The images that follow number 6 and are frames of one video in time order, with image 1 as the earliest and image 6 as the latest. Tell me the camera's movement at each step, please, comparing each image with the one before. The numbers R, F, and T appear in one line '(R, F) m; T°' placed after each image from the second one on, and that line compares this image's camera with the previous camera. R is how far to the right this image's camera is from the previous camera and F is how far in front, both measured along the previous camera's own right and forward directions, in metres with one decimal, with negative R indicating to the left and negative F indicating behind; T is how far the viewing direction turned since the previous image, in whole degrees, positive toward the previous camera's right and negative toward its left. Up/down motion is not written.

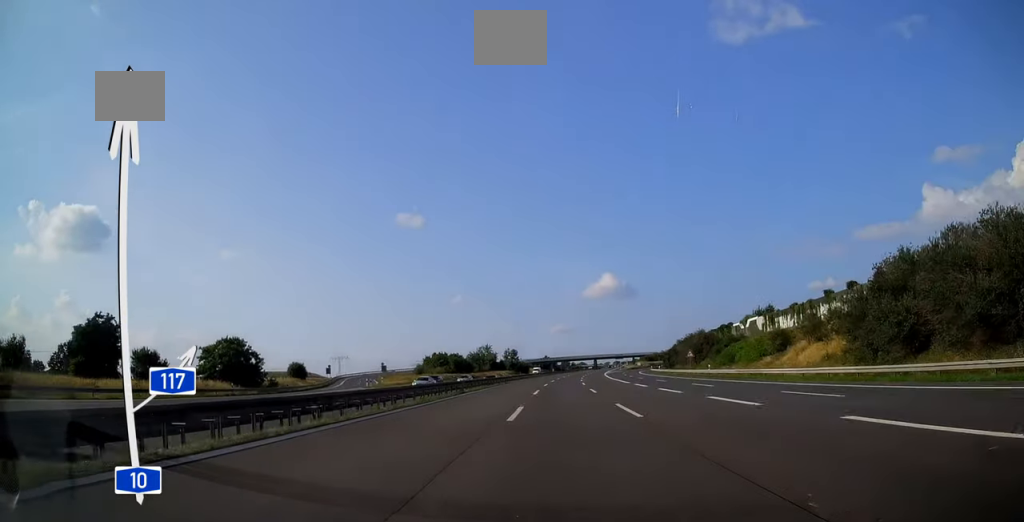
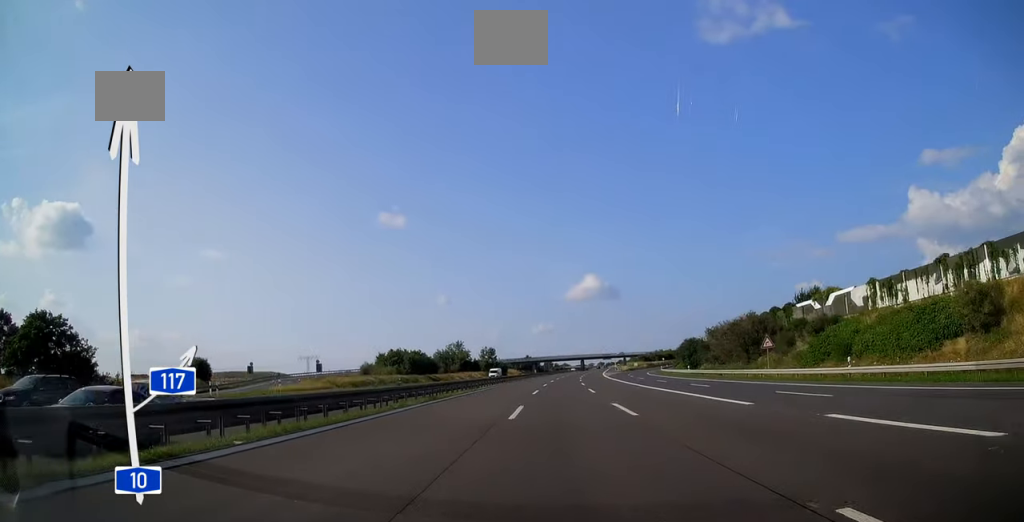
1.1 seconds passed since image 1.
(+0.7, +35.7) m; +2°
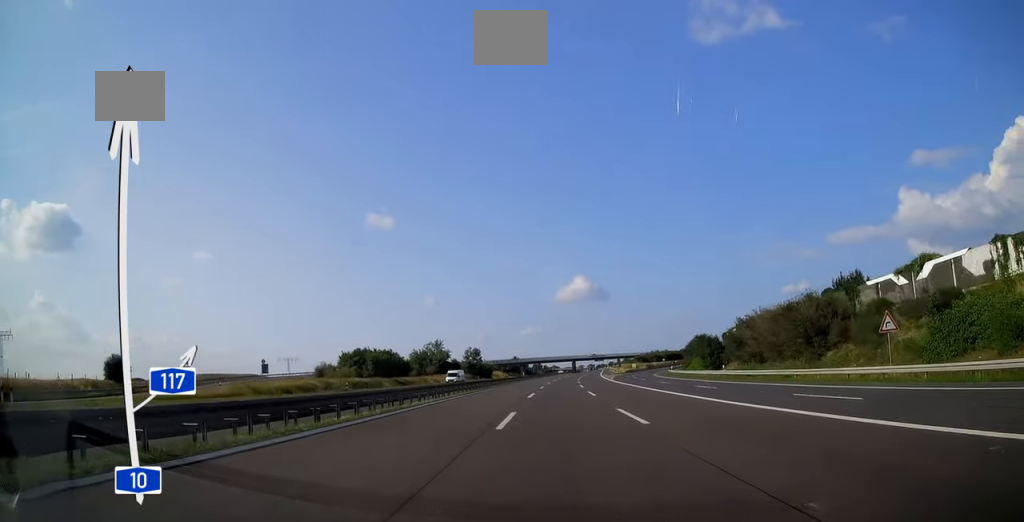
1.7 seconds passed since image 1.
(+0.1, +20.2) m; +1°
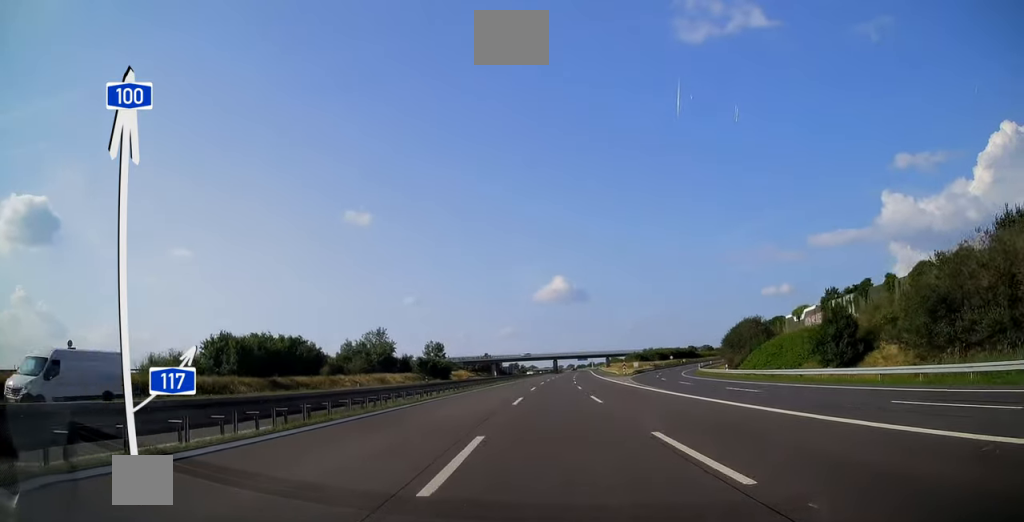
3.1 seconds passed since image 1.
(+0.7, +43.9) m; +2°
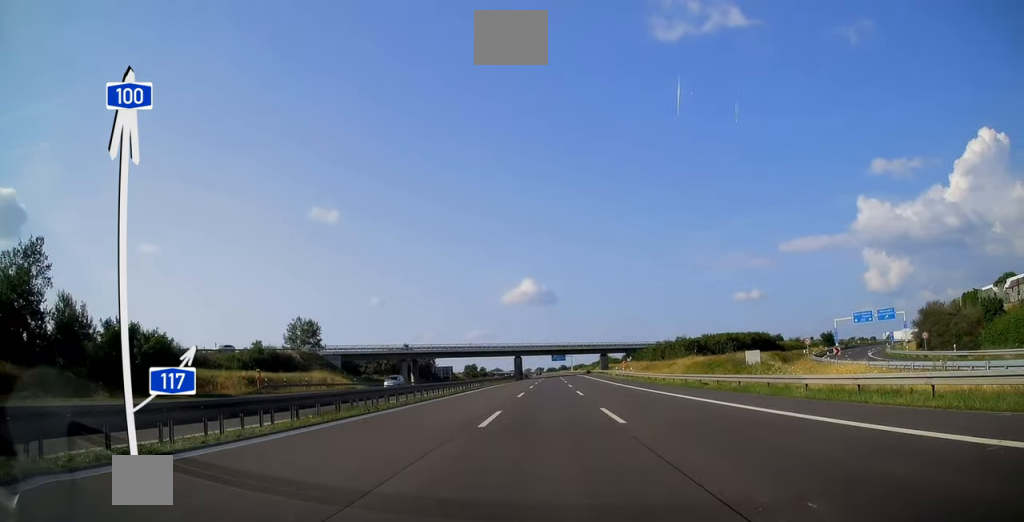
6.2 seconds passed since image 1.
(+3.3, +99.6) m; +3°
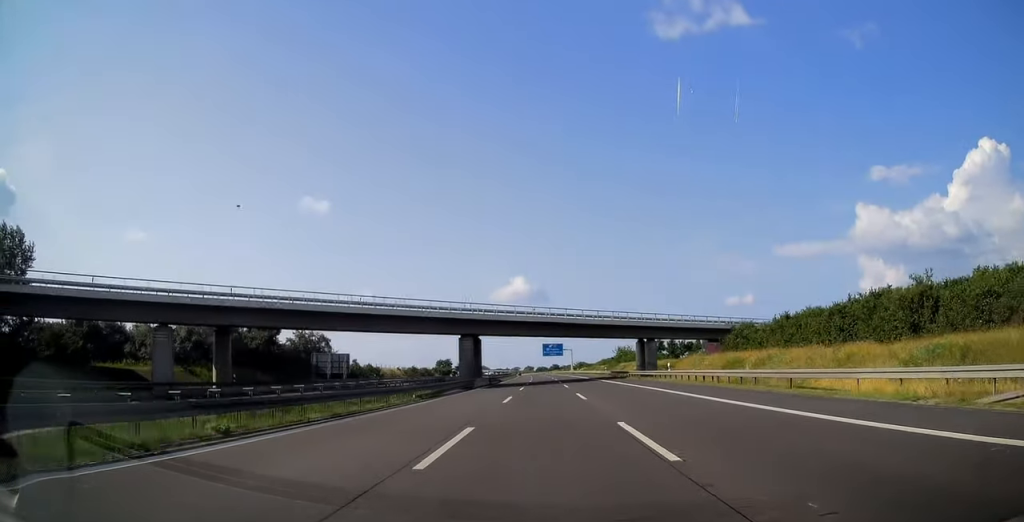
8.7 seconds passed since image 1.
(+1.0, +79.0) m; +1°
